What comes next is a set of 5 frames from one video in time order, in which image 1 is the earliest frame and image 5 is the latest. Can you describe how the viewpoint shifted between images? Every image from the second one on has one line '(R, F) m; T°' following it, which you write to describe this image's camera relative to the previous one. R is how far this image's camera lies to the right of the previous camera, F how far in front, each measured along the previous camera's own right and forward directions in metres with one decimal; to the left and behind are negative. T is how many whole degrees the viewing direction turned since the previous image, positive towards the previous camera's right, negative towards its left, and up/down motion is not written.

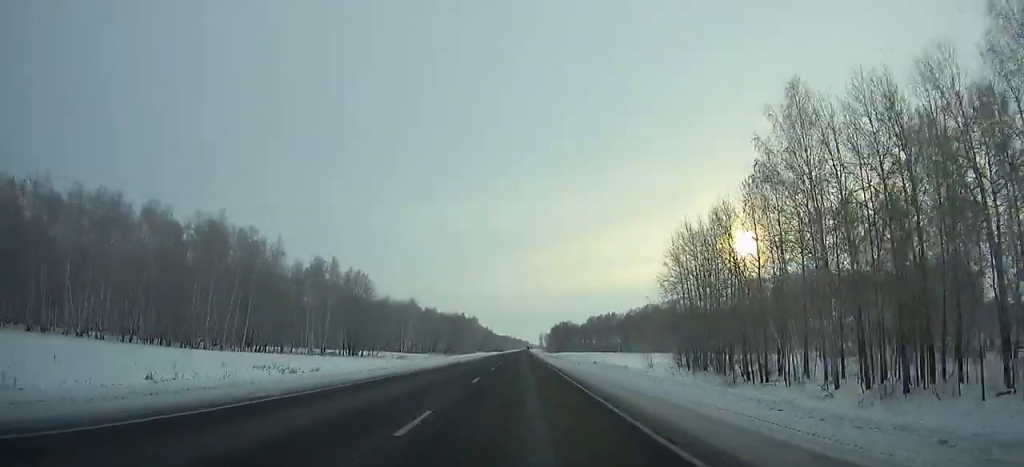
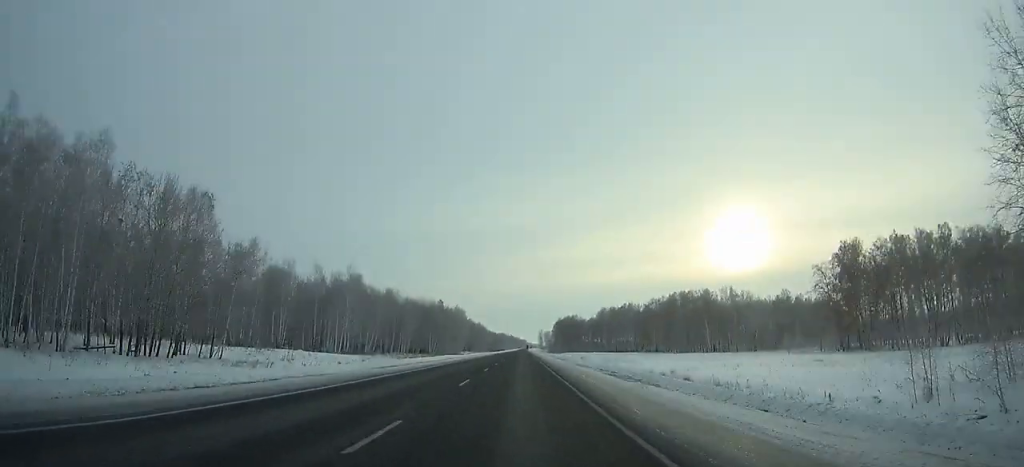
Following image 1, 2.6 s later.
(+0.2, +61.7) m; 0°
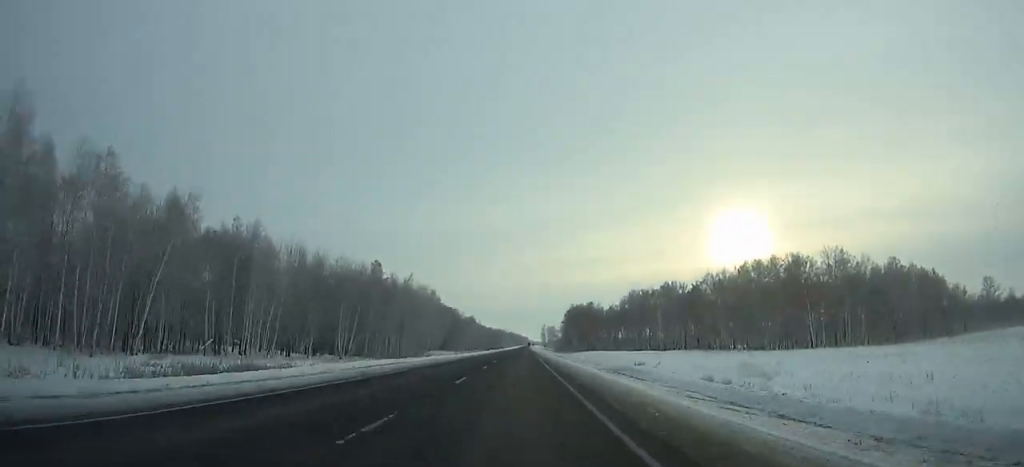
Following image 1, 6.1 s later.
(-0.1, +83.9) m; 0°
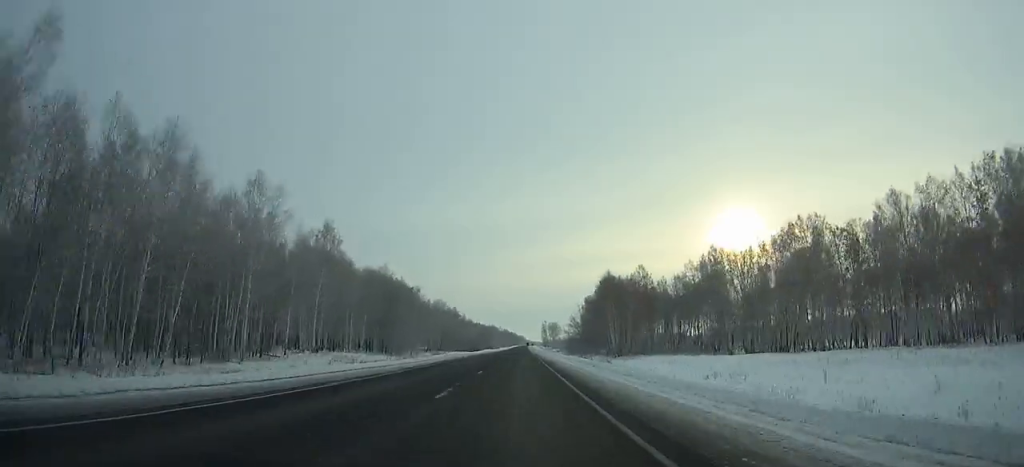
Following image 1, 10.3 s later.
(0.0, +101.9) m; 0°
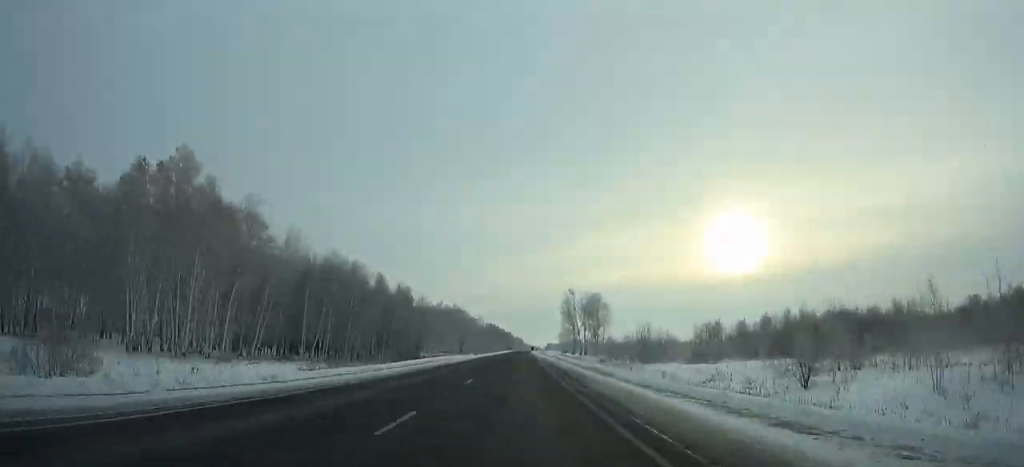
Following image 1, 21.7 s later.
(+0.4, +282.1) m; 0°
